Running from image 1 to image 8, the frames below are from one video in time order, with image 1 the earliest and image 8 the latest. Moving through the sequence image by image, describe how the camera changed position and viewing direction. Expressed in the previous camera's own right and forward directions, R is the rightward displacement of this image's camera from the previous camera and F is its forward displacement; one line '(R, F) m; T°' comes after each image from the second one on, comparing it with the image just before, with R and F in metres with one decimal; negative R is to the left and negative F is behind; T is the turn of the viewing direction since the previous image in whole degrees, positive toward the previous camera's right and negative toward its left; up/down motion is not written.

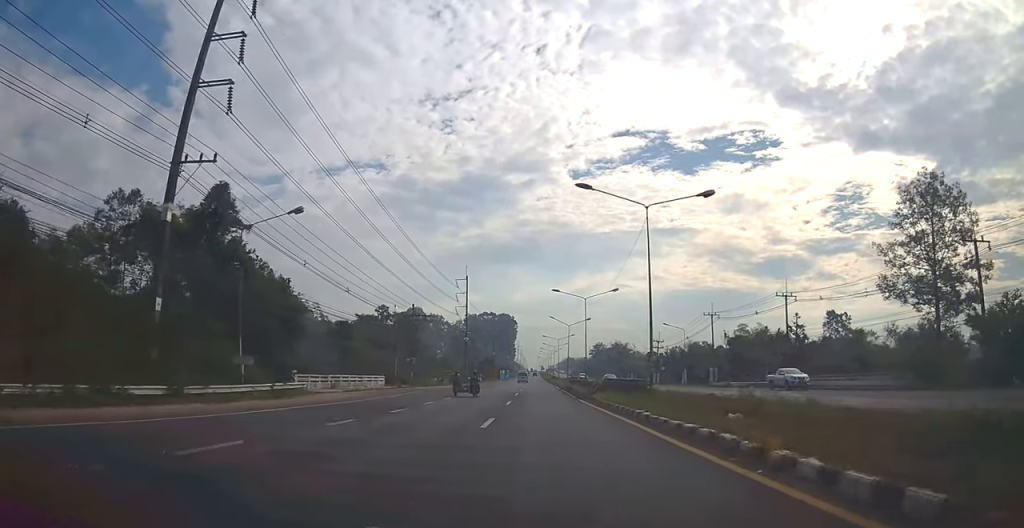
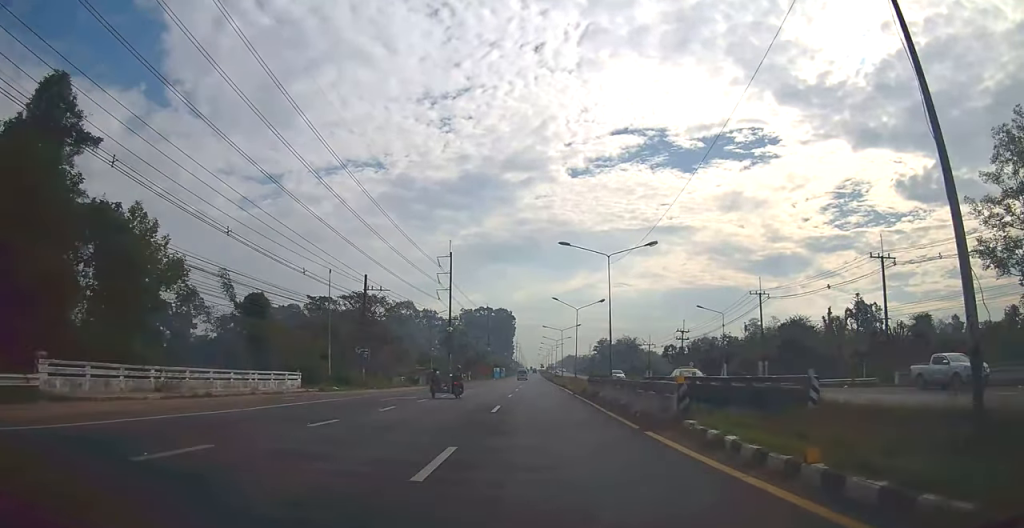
(+0.1, +18.9) m; 0°
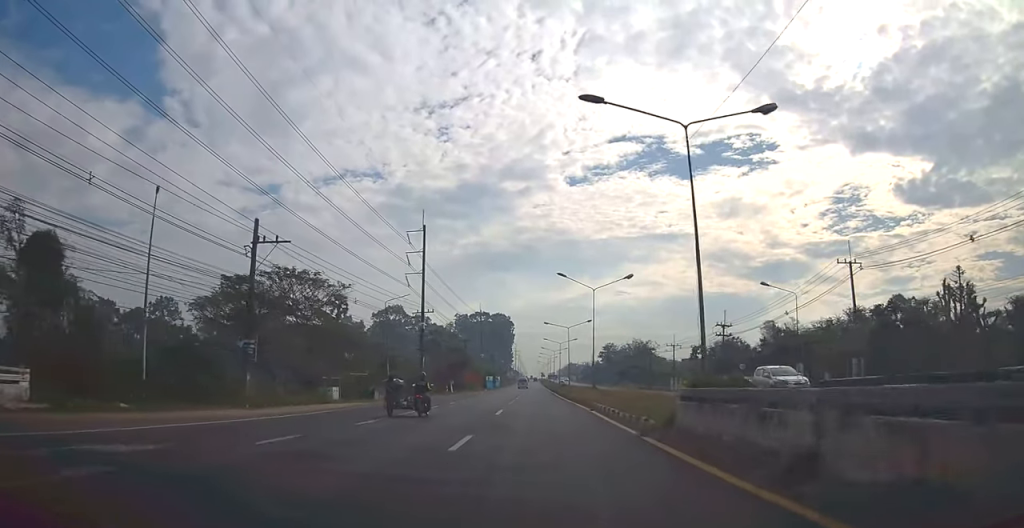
(-0.1, +20.6) m; -1°
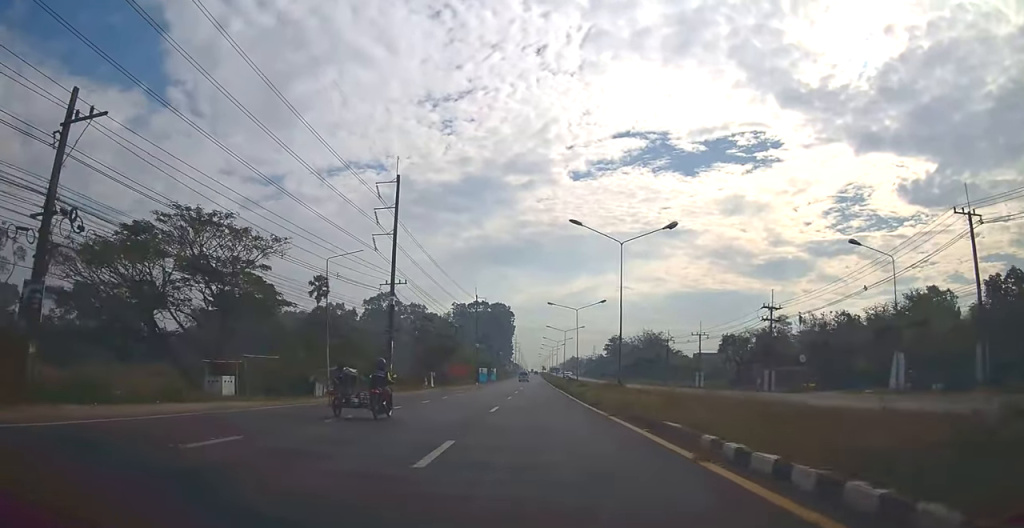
(-0.1, +14.8) m; 0°
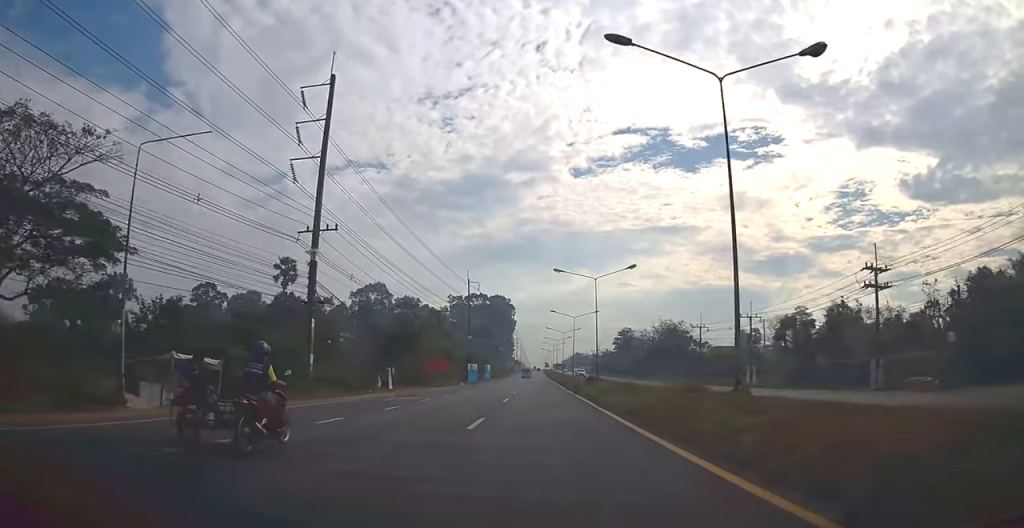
(+0.1, +18.9) m; 0°
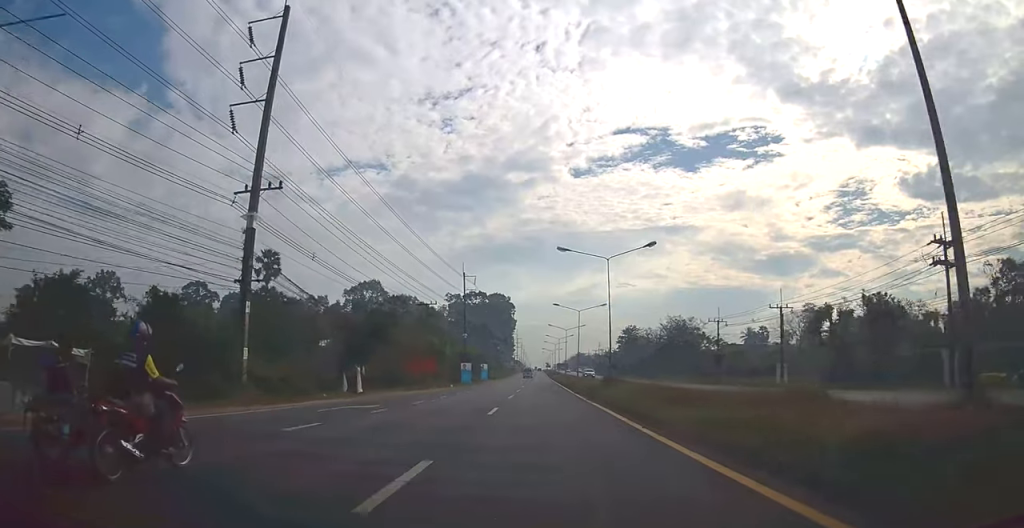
(0.0, +7.8) m; 0°
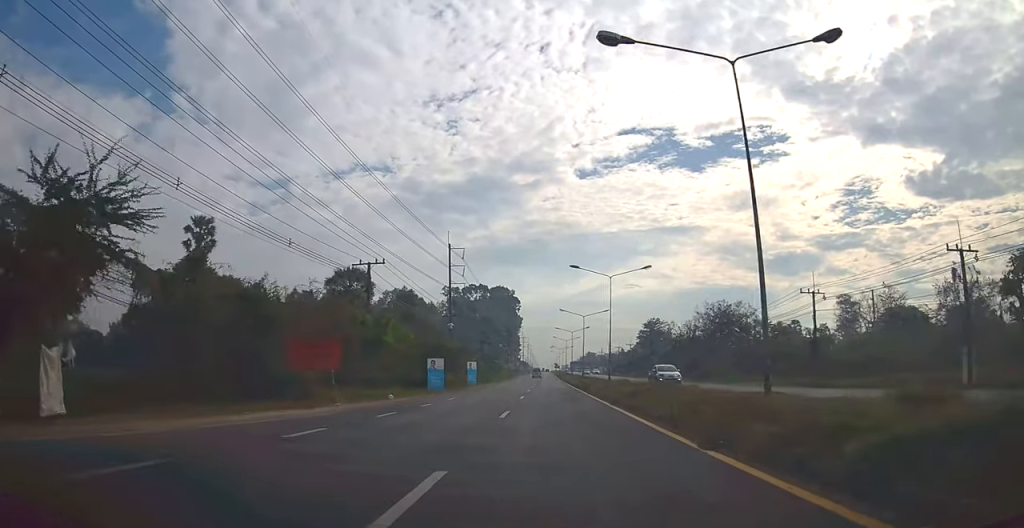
(0.0, +24.9) m; 0°
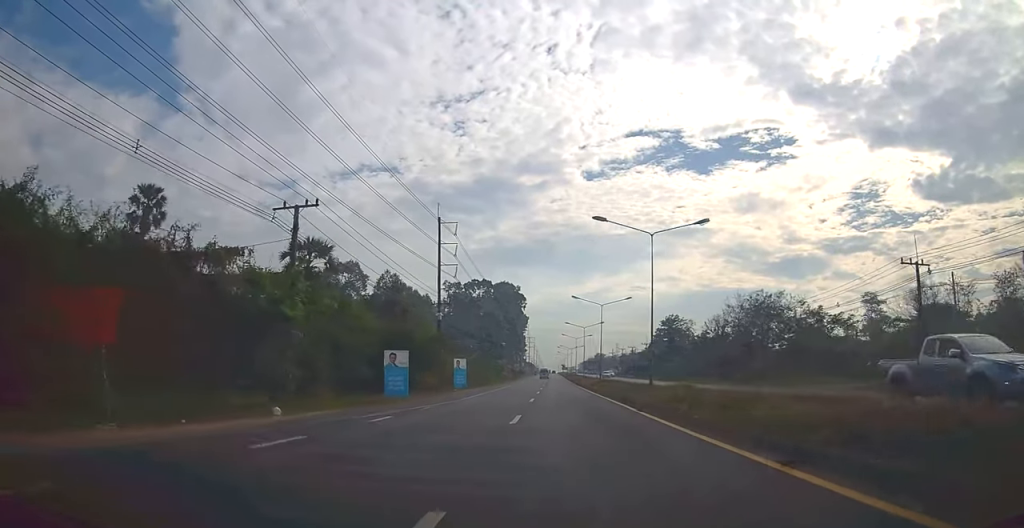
(0.0, +14.2) m; 0°
